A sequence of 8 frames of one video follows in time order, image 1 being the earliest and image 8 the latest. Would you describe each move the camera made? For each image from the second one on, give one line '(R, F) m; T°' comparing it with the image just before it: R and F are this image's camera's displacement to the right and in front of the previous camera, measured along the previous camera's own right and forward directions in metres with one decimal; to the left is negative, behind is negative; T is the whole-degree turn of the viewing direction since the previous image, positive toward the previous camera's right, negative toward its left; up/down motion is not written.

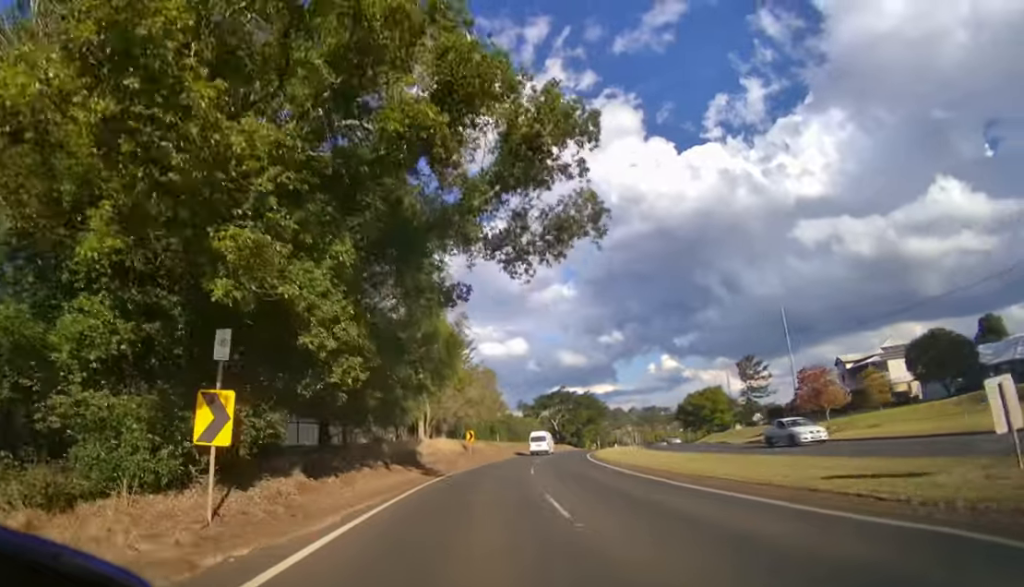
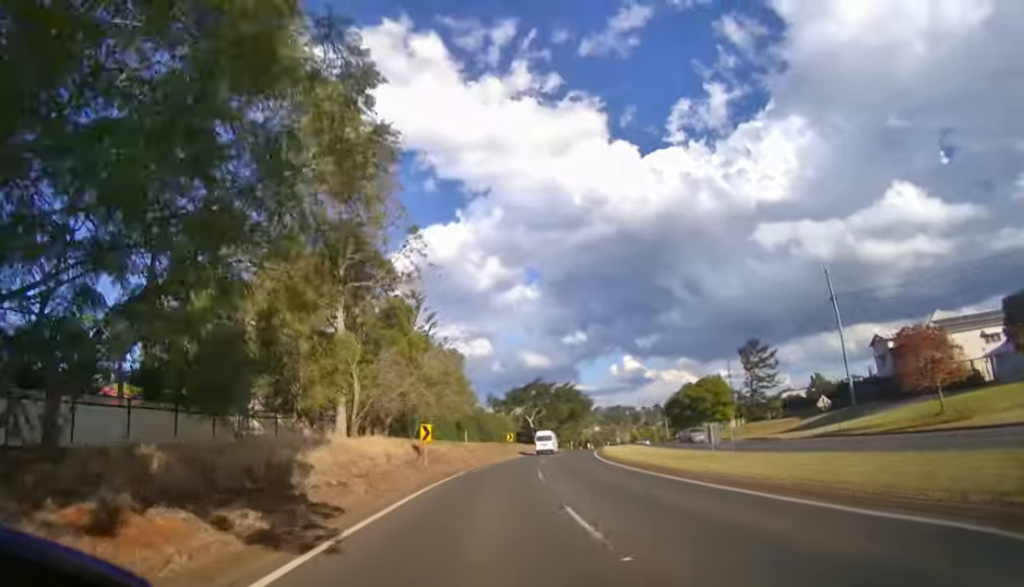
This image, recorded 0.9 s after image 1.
(+0.5, +13.4) m; +4°
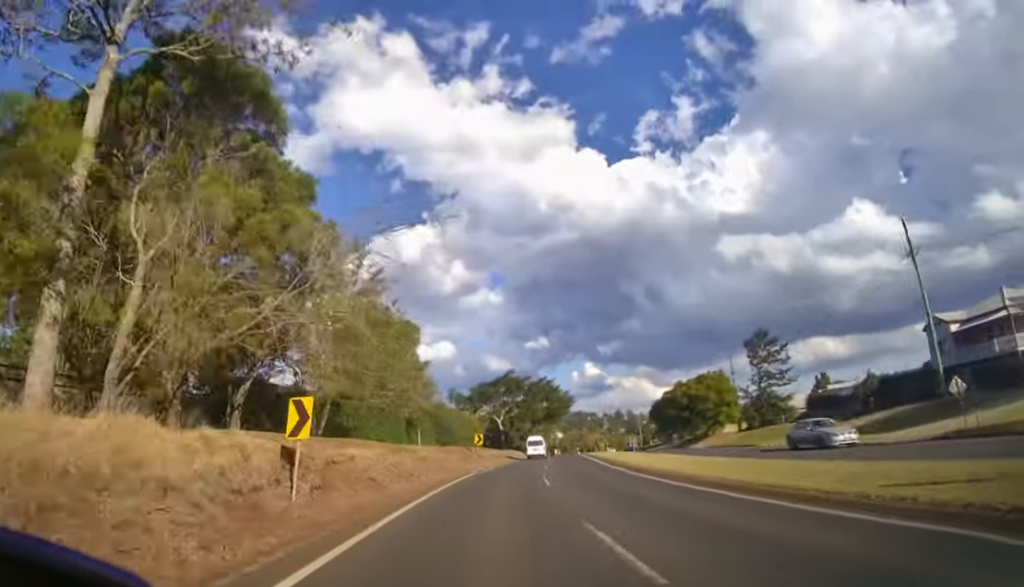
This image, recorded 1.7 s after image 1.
(+0.6, +13.8) m; +5°
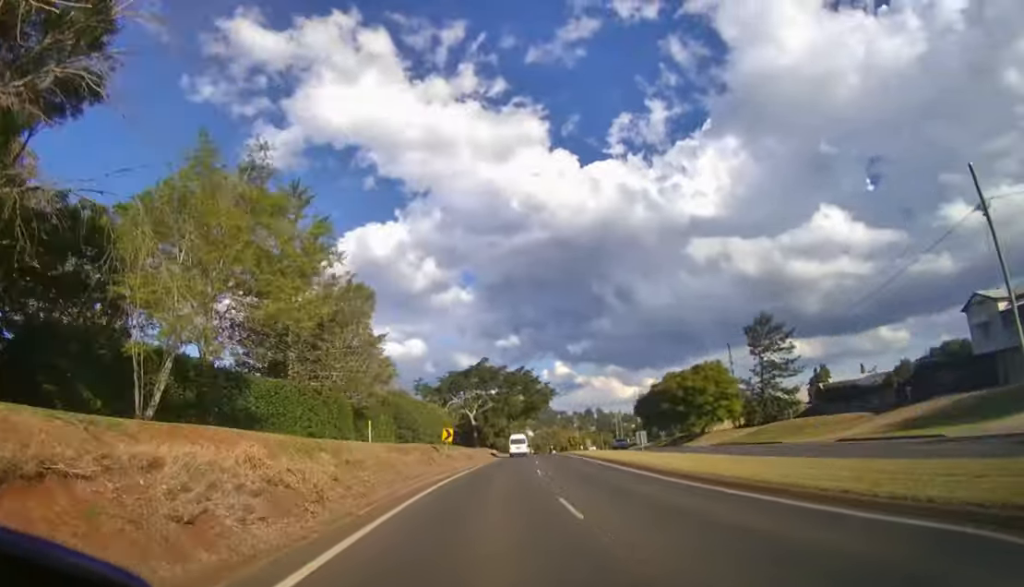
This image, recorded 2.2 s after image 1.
(+0.3, +8.1) m; +3°
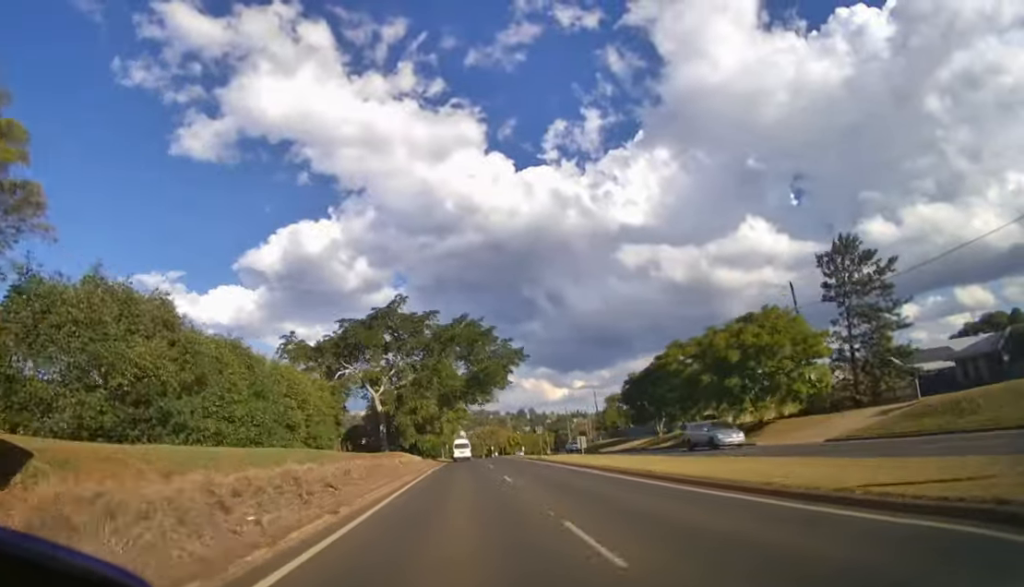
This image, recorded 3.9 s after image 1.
(+2.2, +28.6) m; +9°
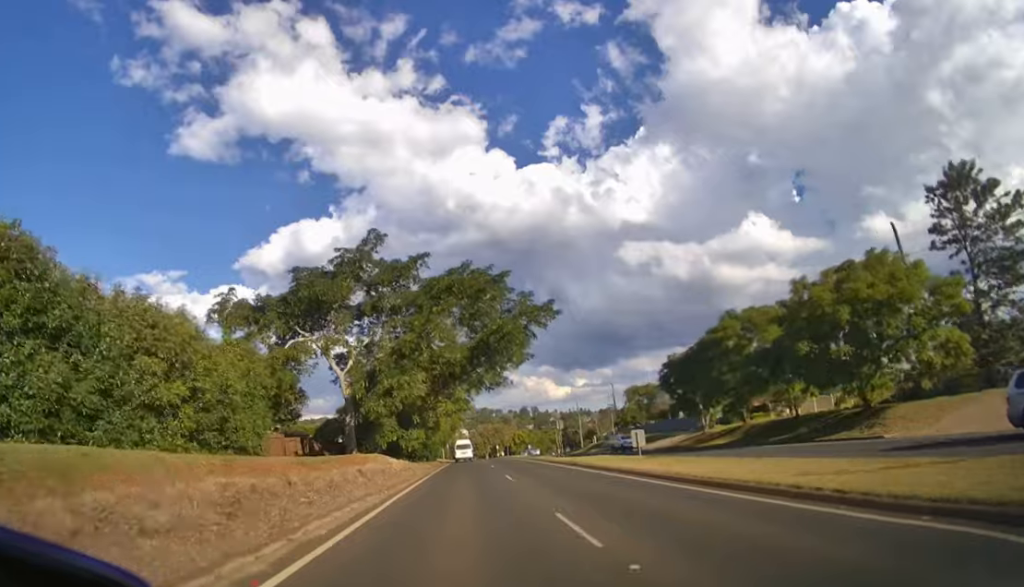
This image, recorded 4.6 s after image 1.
(+0.4, +11.8) m; +1°
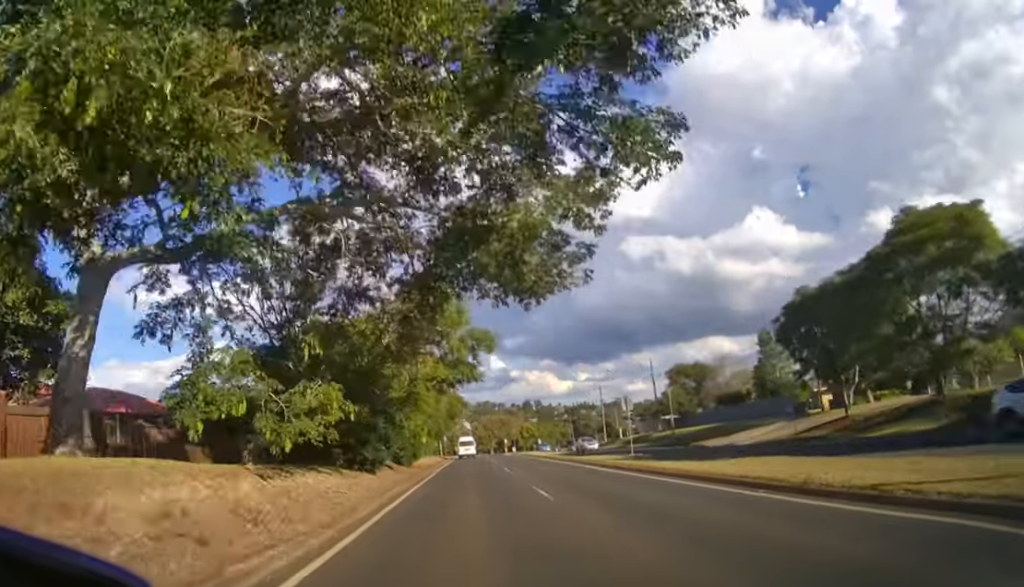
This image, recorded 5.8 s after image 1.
(+0.1, +21.7) m; 0°
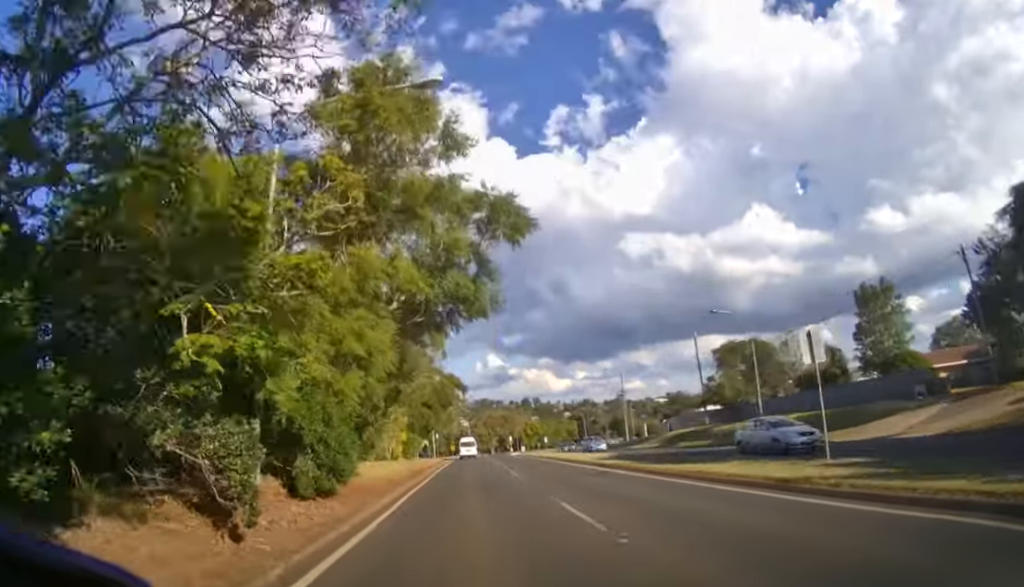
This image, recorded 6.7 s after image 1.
(0.0, +16.3) m; 0°
